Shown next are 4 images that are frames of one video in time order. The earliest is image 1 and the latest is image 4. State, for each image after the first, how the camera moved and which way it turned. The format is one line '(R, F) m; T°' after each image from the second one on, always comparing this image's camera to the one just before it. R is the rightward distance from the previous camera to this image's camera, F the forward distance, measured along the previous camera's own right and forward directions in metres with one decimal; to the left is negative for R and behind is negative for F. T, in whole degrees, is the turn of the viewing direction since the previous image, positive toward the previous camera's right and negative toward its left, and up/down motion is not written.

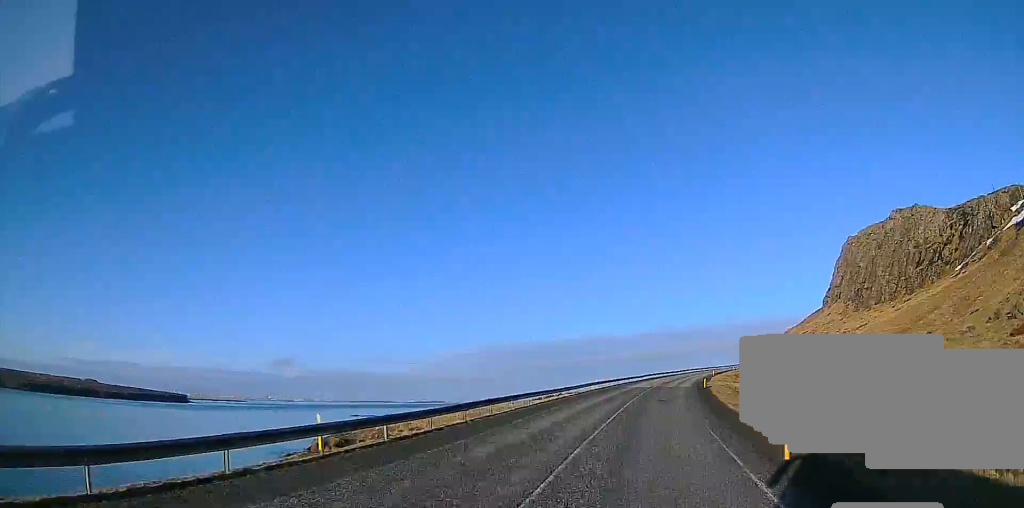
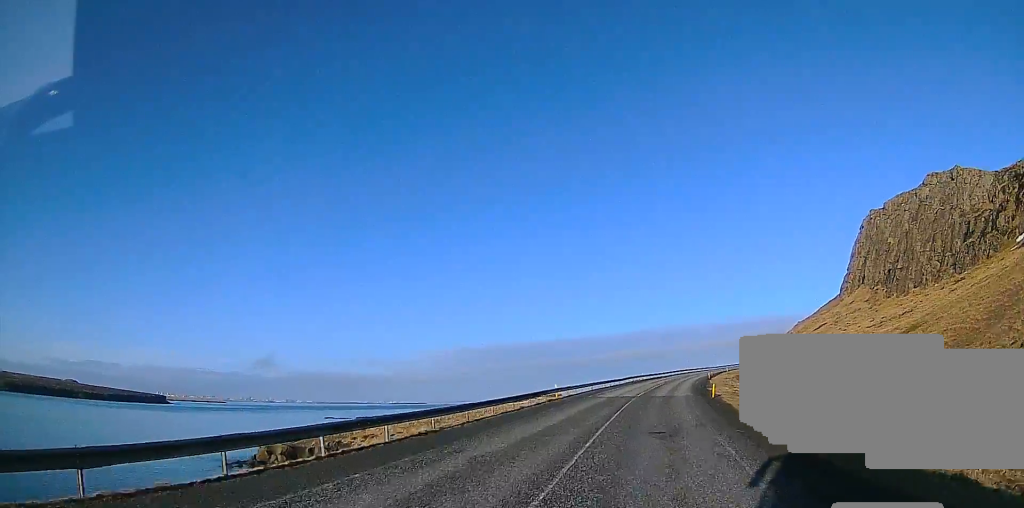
(+0.5, +20.0) m; +3°
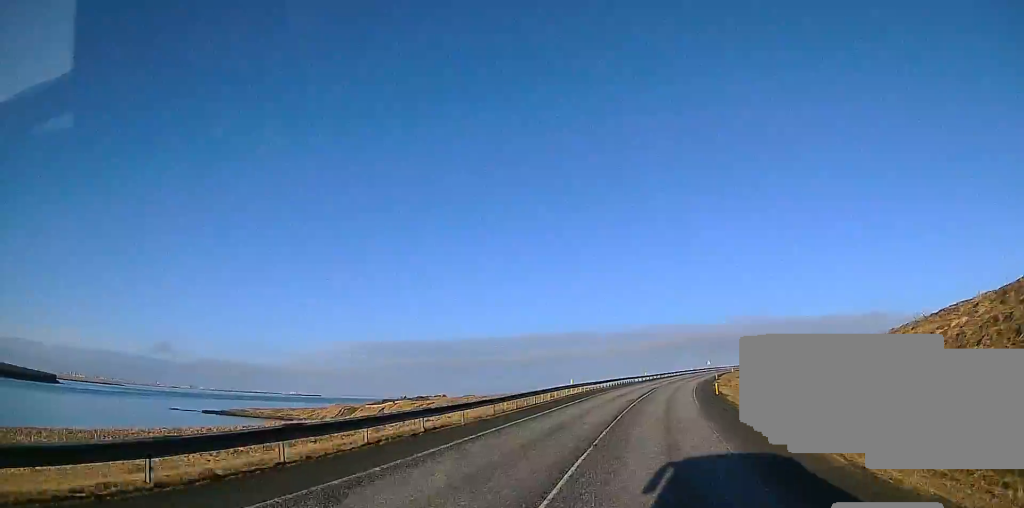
(+9.9, +99.8) m; +12°
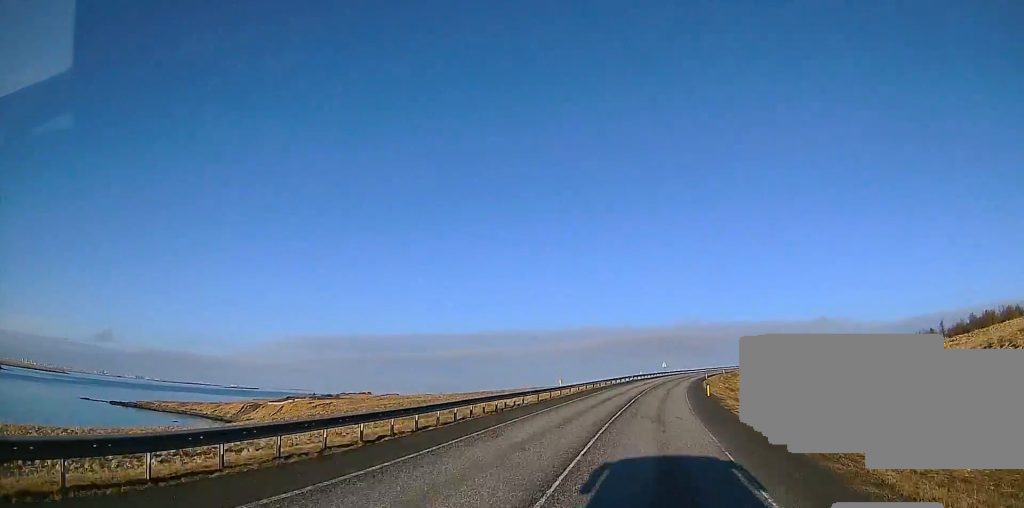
(0.0, +51.0) m; 0°
